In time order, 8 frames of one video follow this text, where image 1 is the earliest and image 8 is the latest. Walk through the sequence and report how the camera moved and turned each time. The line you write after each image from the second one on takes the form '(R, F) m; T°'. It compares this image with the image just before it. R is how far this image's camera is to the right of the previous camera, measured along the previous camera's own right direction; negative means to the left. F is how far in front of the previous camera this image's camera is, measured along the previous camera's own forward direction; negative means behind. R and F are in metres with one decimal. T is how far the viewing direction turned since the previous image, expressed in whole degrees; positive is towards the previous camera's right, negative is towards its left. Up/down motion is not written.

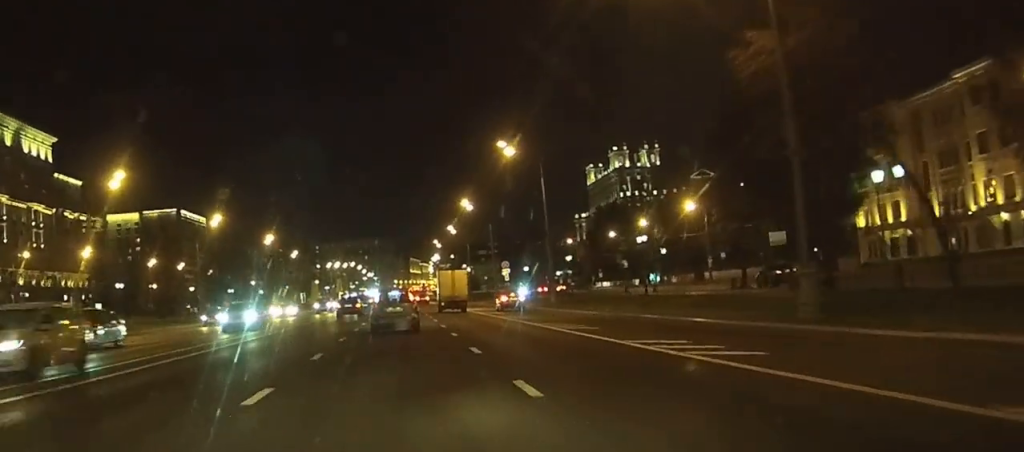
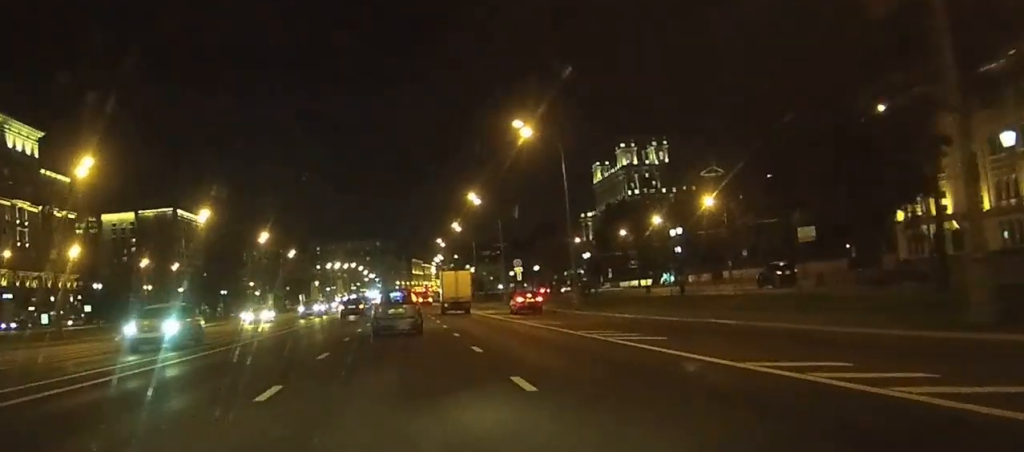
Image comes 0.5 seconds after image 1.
(0.0, +7.2) m; 0°
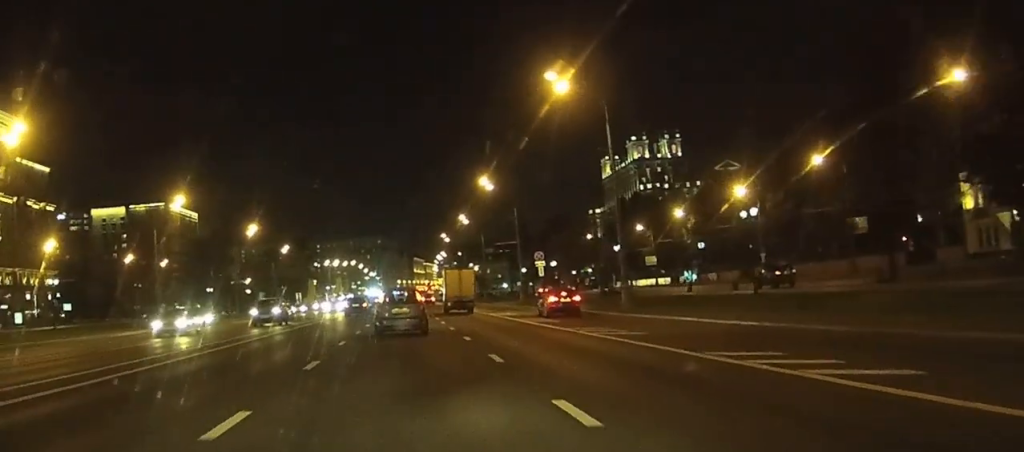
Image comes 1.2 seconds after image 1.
(0.0, +11.1) m; 0°
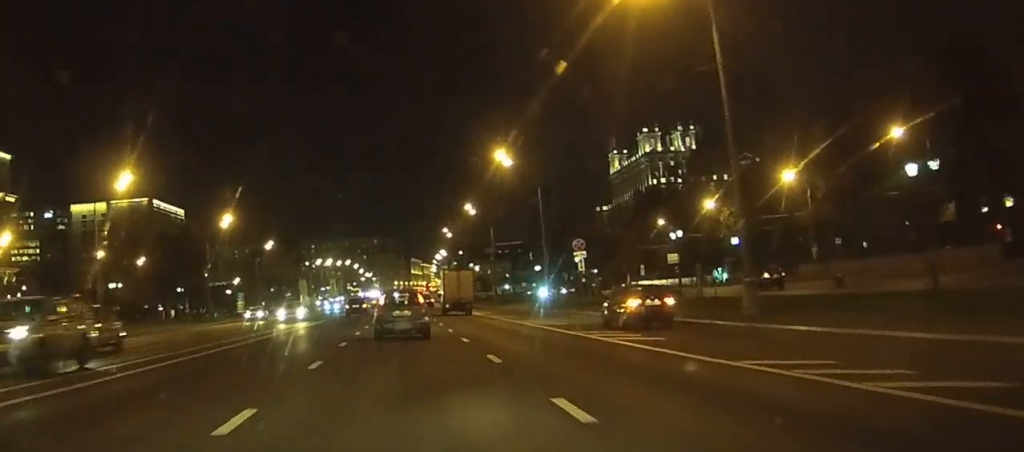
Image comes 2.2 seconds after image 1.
(0.0, +15.2) m; +1°
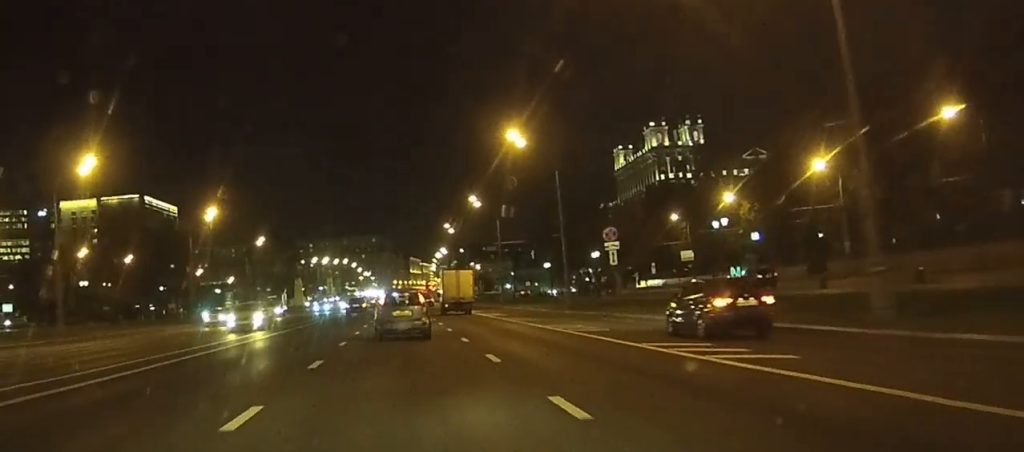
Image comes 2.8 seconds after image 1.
(0.0, +7.7) m; 0°
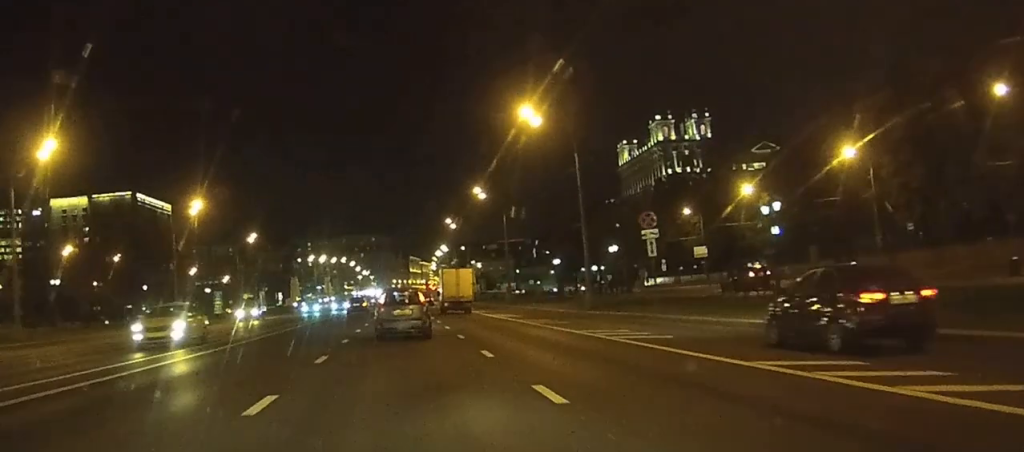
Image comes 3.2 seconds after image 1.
(+0.1, +6.5) m; 0°
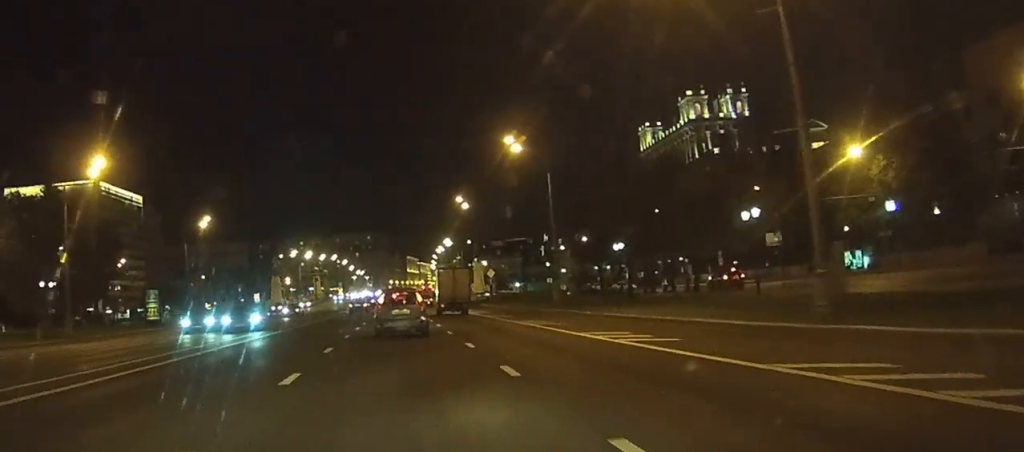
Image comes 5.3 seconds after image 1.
(+0.2, +28.1) m; 0°
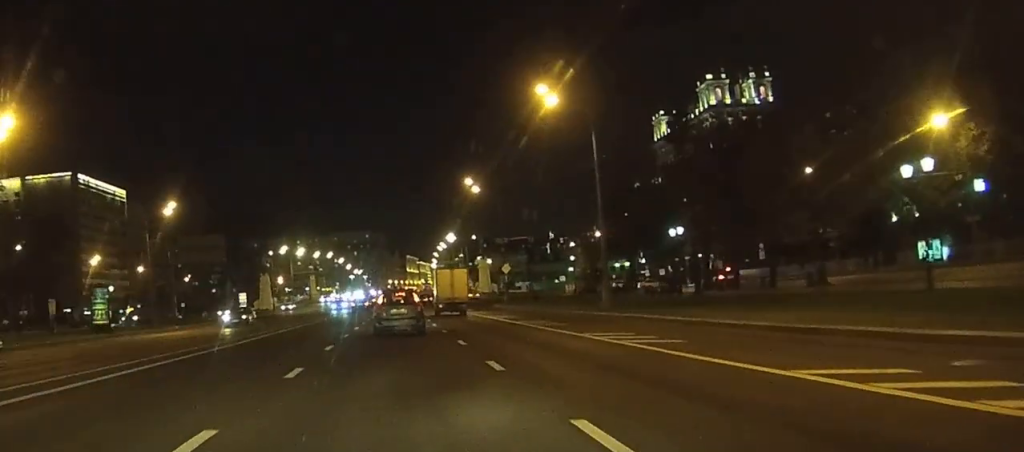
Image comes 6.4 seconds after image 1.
(-0.1, +14.5) m; 0°
